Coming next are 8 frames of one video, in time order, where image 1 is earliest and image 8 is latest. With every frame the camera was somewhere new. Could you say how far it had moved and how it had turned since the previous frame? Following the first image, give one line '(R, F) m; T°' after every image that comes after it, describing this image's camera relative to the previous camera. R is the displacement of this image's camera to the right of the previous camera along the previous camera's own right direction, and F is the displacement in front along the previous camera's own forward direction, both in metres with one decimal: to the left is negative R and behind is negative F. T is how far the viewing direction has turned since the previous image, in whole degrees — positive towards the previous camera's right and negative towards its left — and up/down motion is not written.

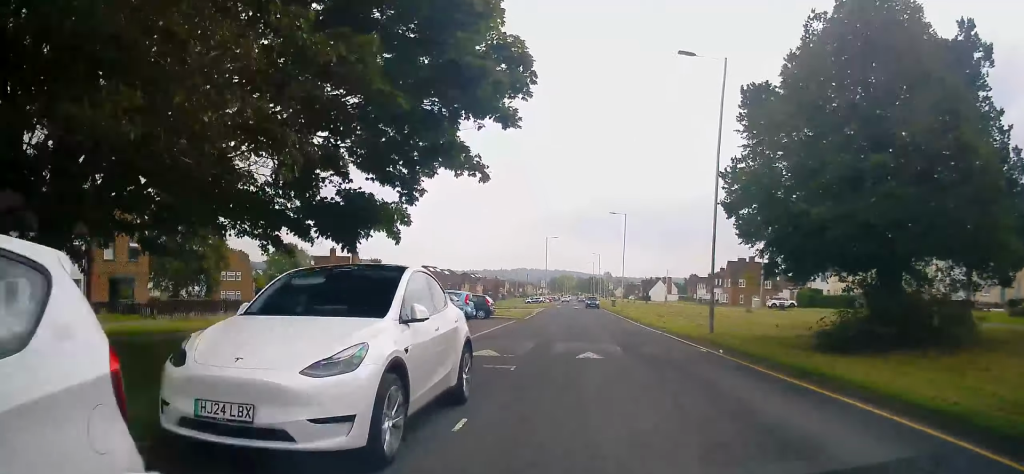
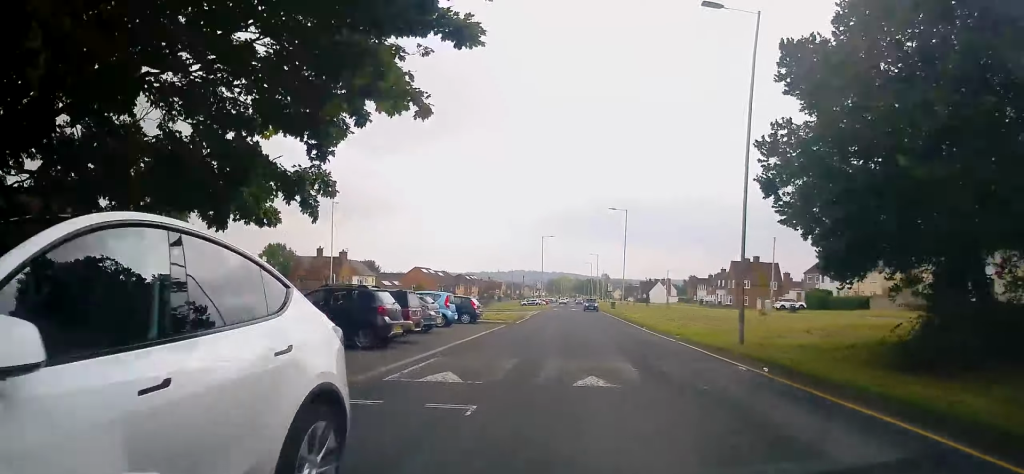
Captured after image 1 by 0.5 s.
(0.0, +4.3) m; 0°
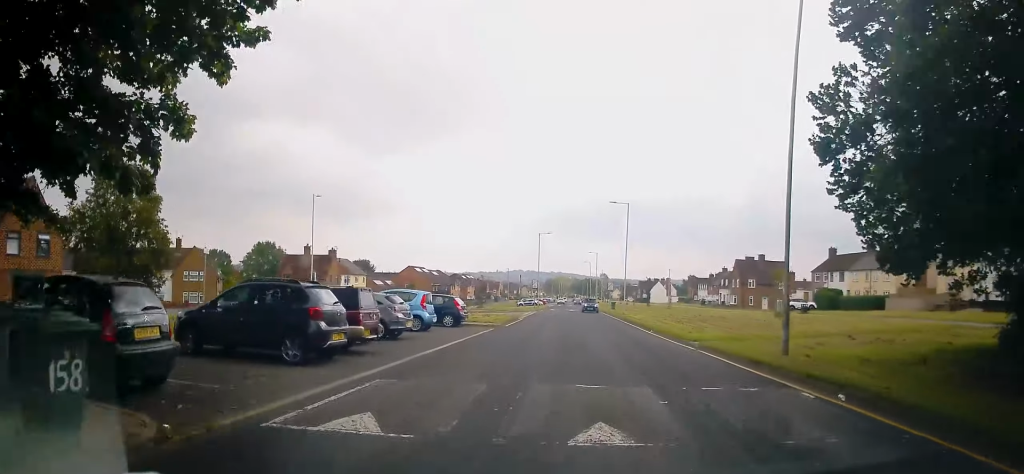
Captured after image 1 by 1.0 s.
(0.0, +3.8) m; +1°
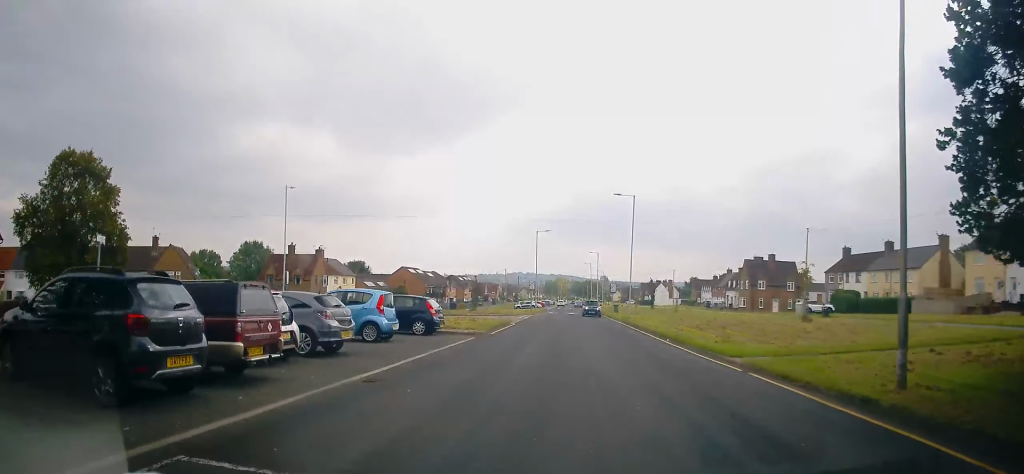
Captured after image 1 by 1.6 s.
(0.0, +5.2) m; 0°
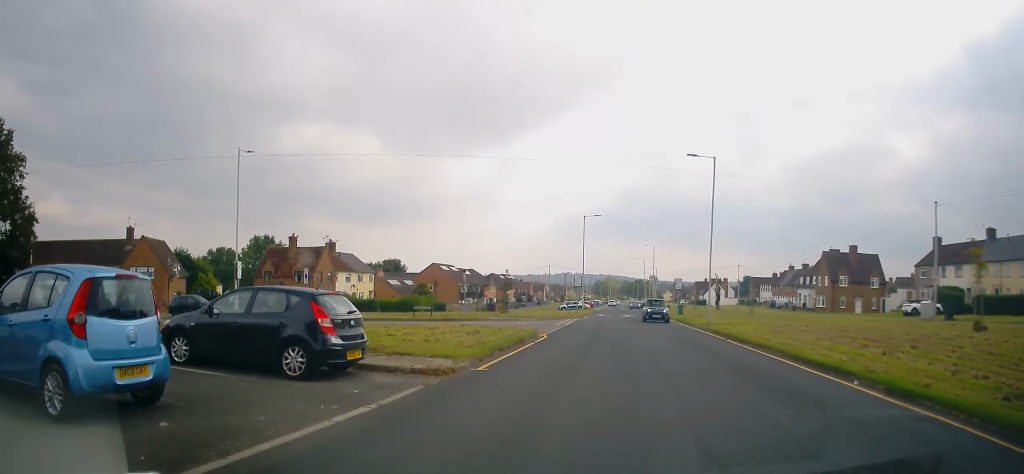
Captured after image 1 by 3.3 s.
(-0.6, +13.3) m; -3°
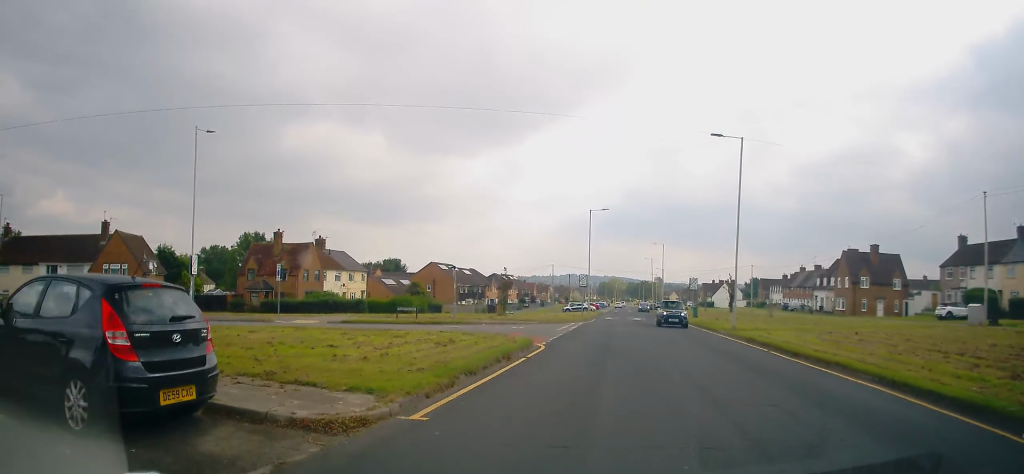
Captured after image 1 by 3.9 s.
(+0.1, +5.0) m; 0°
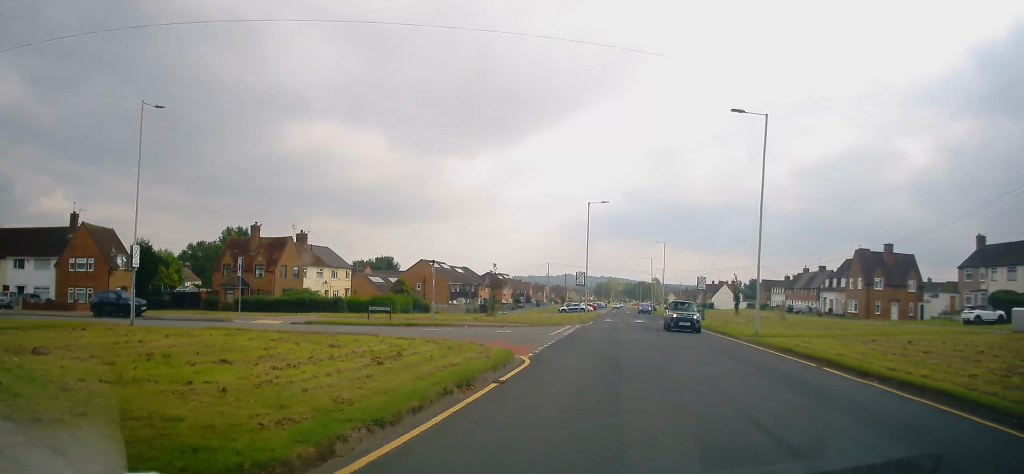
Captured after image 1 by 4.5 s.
(+0.3, +4.5) m; 0°
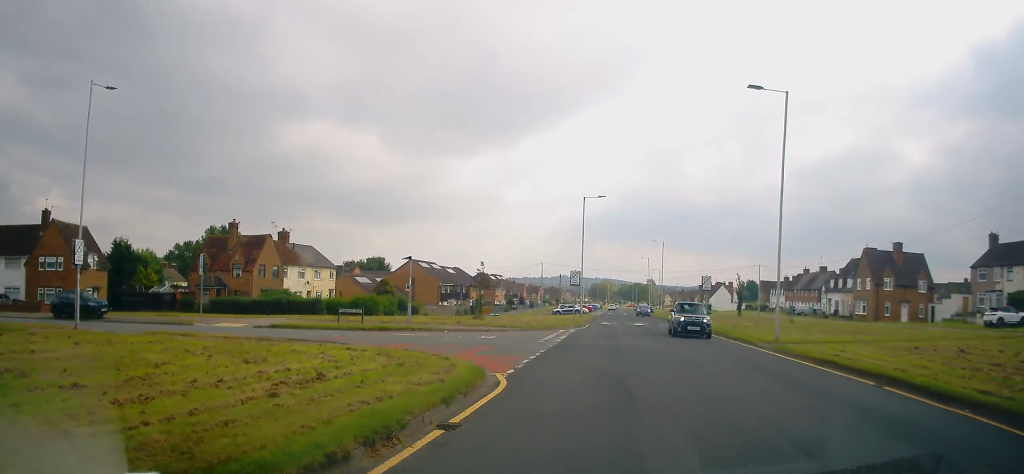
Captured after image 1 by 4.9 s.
(-0.2, +3.4) m; 0°
